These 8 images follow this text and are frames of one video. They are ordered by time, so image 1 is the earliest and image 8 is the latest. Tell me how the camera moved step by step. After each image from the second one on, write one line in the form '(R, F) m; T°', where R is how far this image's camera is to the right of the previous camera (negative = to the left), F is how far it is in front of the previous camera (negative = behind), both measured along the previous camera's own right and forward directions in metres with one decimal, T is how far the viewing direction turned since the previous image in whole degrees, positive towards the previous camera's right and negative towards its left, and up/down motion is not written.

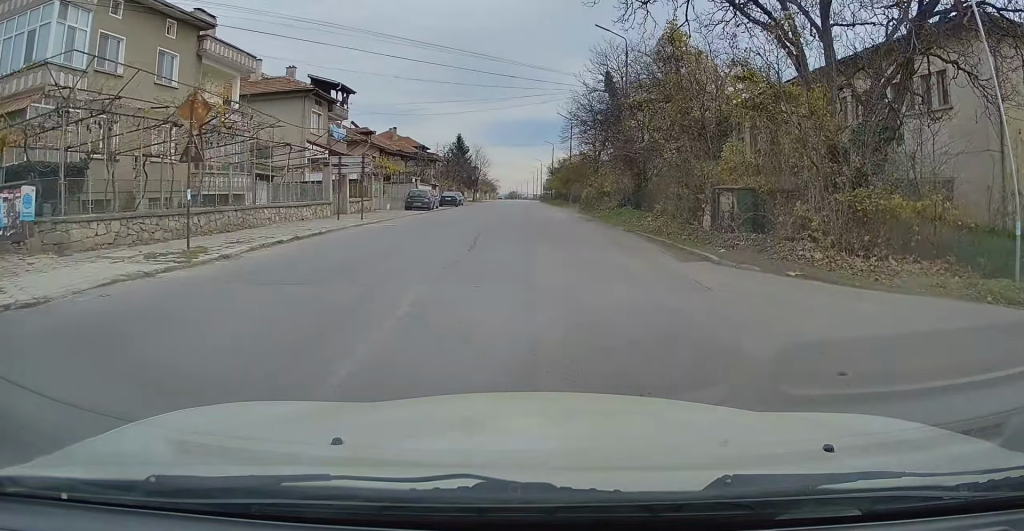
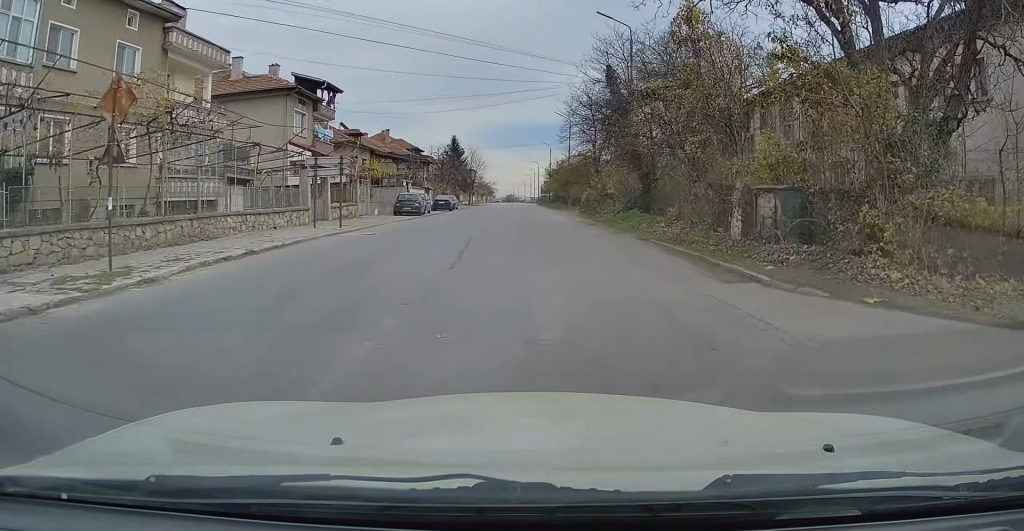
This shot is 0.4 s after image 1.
(0.0, +2.7) m; 0°
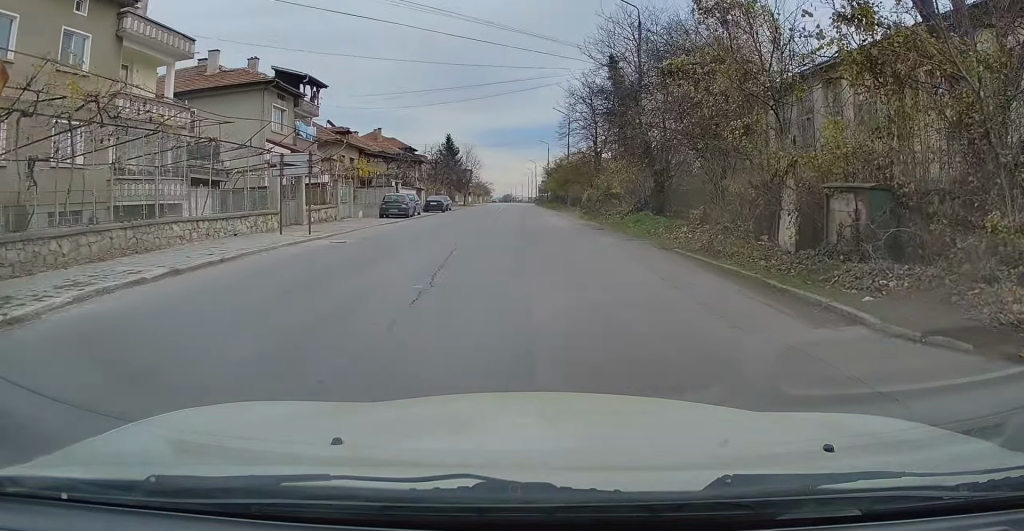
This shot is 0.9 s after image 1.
(0.0, +3.2) m; 0°
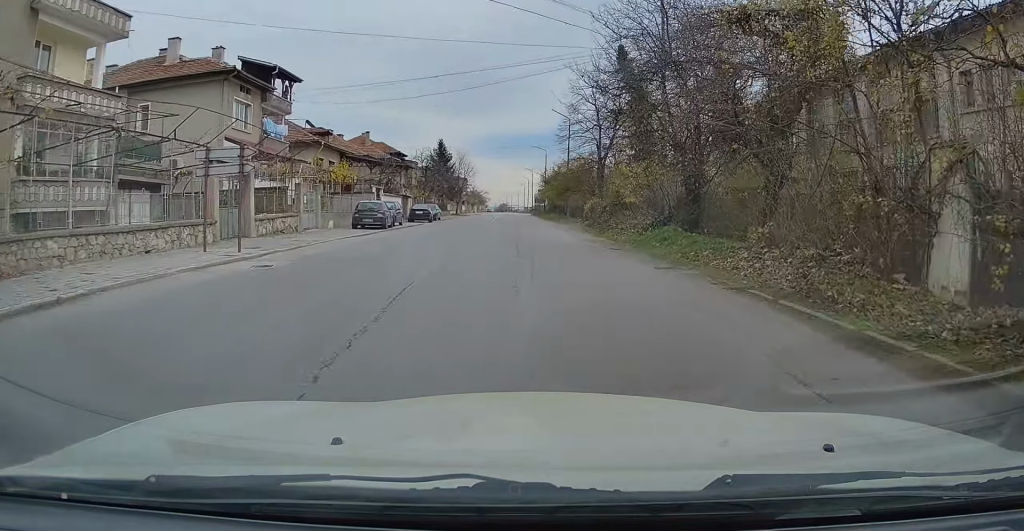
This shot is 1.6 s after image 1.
(-0.1, +5.0) m; +2°
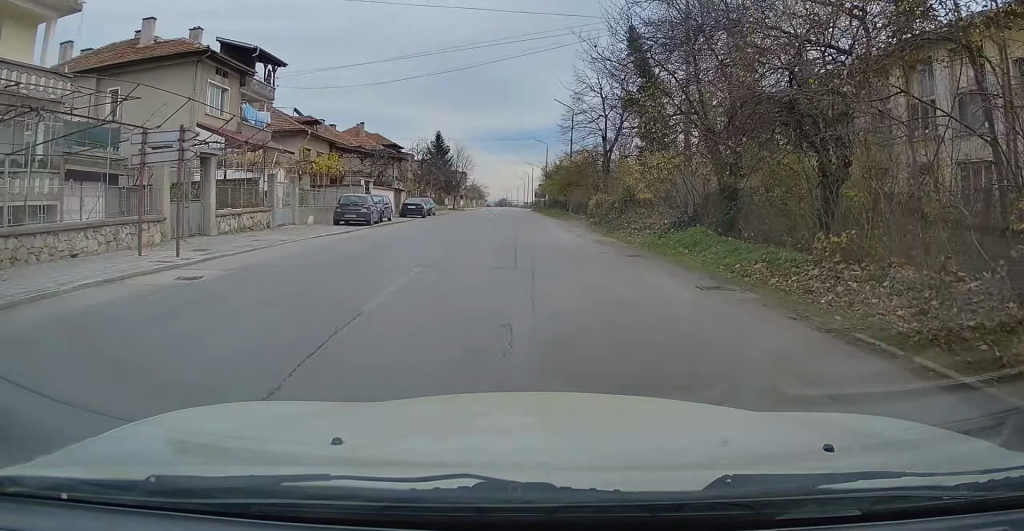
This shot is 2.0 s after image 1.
(+0.1, +3.1) m; +1°
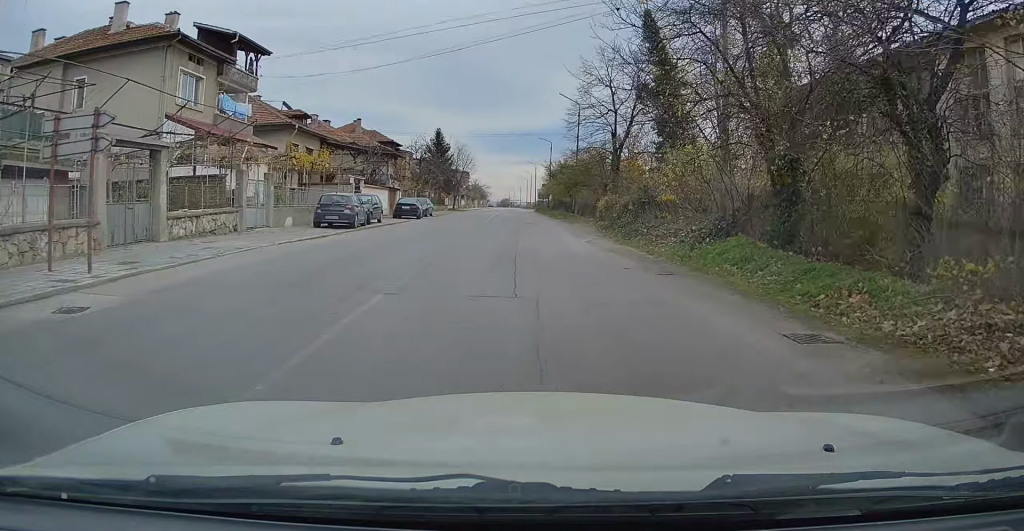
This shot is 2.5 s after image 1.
(+0.2, +3.1) m; +1°
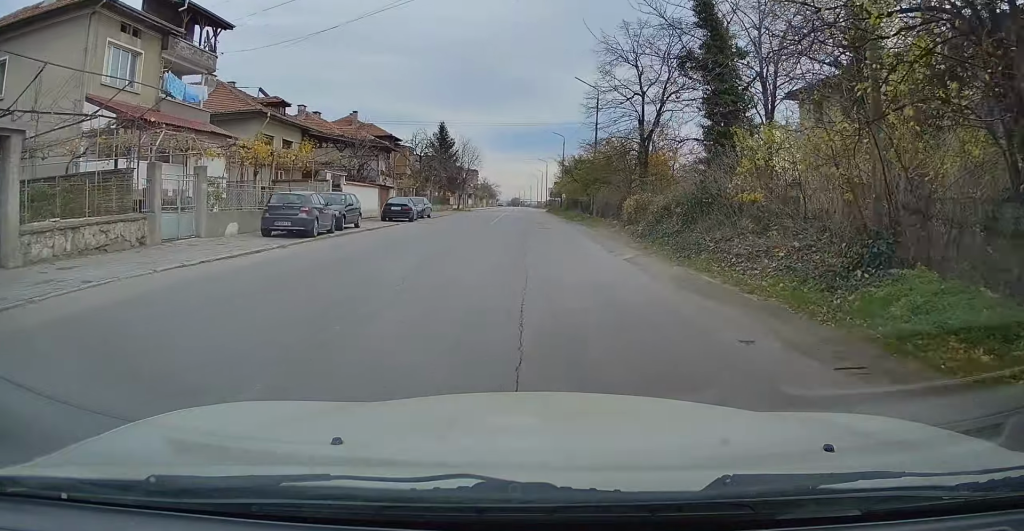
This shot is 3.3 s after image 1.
(0.0, +6.3) m; 0°
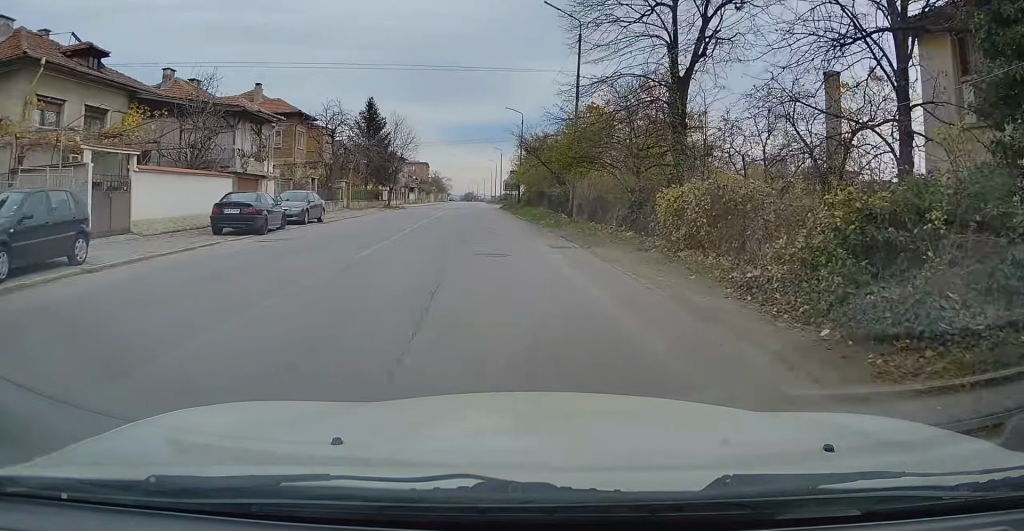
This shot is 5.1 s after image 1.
(-0.1, +15.7) m; +1°
